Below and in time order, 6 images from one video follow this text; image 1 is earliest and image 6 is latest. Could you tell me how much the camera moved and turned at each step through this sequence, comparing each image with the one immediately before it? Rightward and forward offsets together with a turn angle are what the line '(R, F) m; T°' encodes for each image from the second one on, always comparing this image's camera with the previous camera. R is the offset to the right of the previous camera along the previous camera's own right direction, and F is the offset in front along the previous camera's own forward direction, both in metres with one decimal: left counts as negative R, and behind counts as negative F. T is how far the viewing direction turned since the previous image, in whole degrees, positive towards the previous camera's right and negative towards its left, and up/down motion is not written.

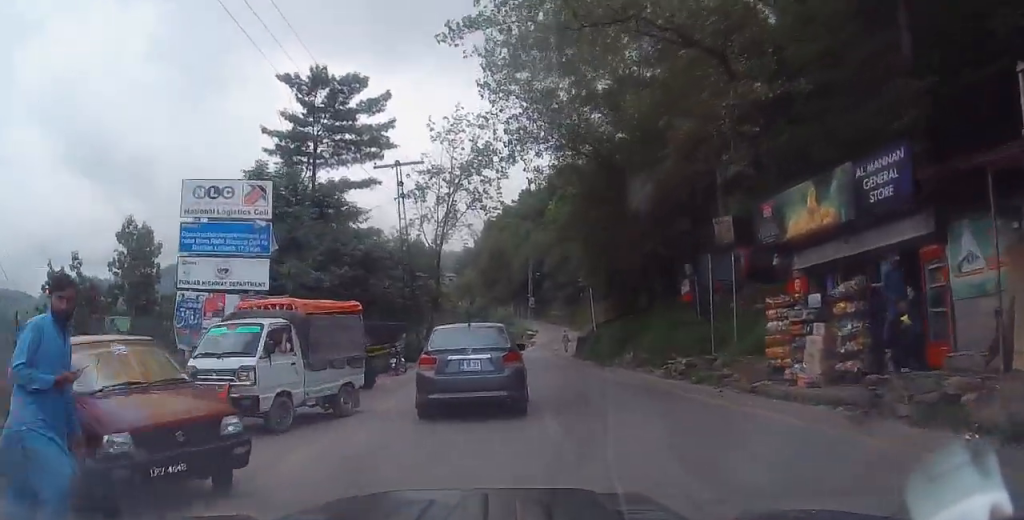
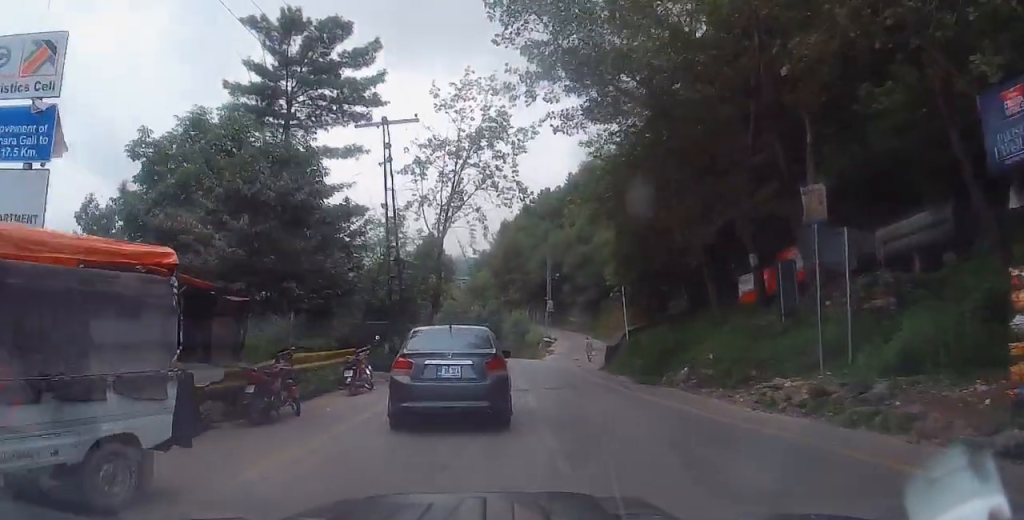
(-0.3, +6.5) m; 0°
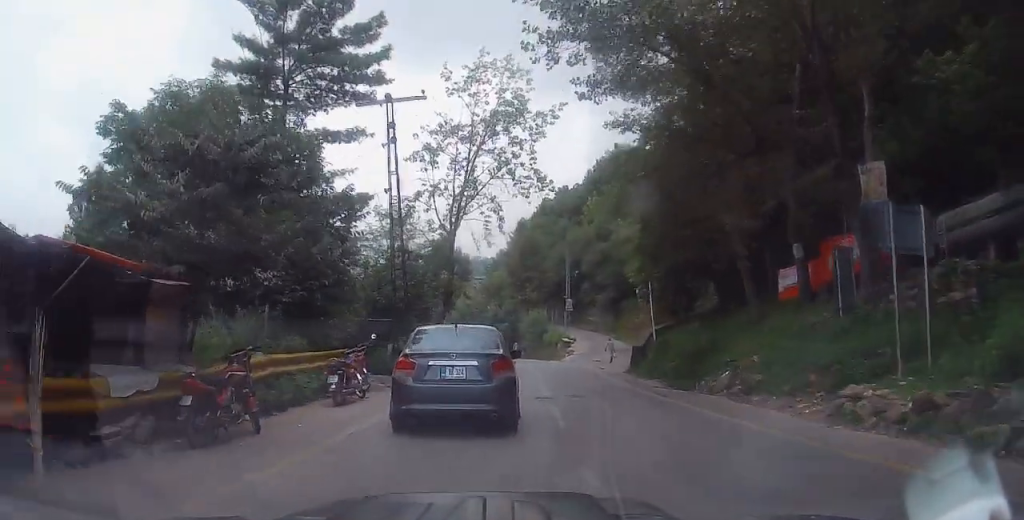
(0.0, +2.4) m; 0°
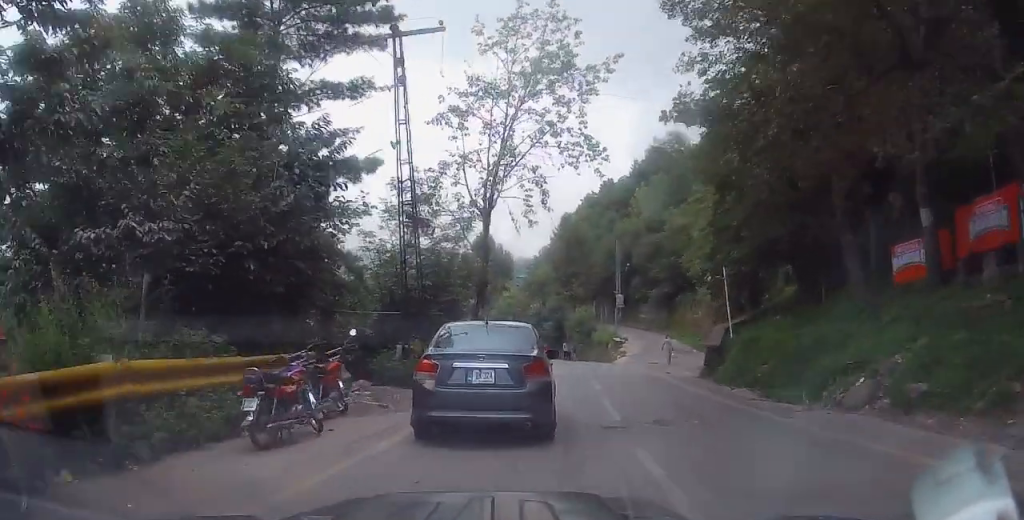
(+0.3, +5.3) m; -1°
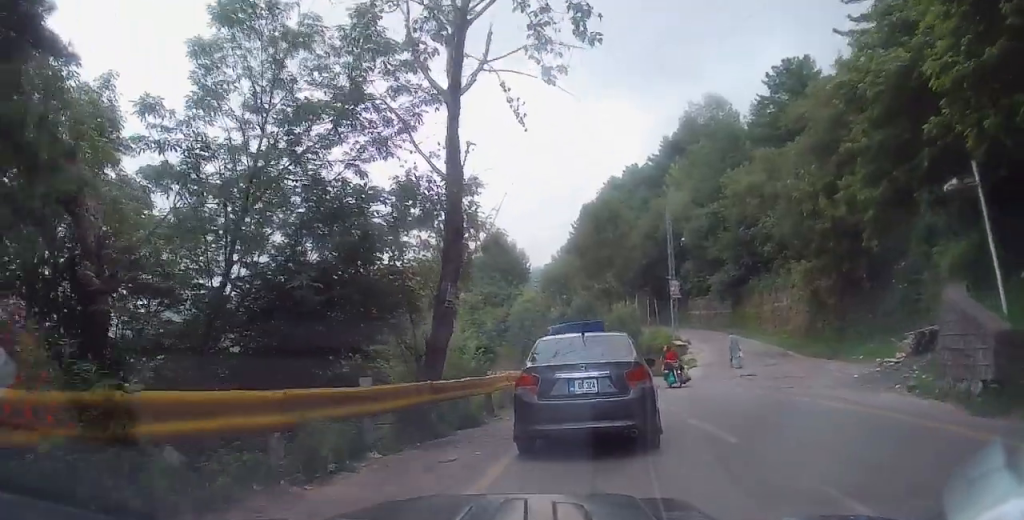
(-1.0, +14.4) m; +3°
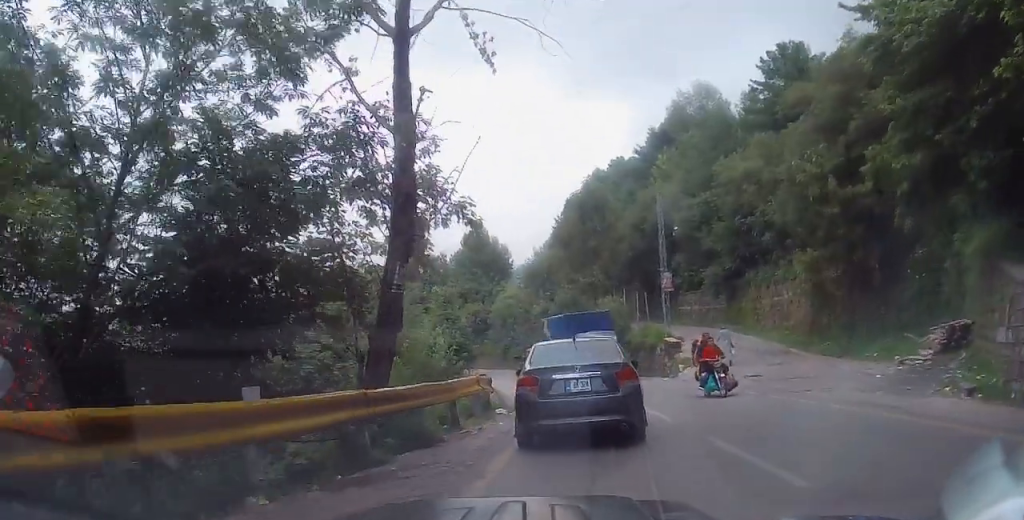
(-0.3, +2.6) m; -4°
